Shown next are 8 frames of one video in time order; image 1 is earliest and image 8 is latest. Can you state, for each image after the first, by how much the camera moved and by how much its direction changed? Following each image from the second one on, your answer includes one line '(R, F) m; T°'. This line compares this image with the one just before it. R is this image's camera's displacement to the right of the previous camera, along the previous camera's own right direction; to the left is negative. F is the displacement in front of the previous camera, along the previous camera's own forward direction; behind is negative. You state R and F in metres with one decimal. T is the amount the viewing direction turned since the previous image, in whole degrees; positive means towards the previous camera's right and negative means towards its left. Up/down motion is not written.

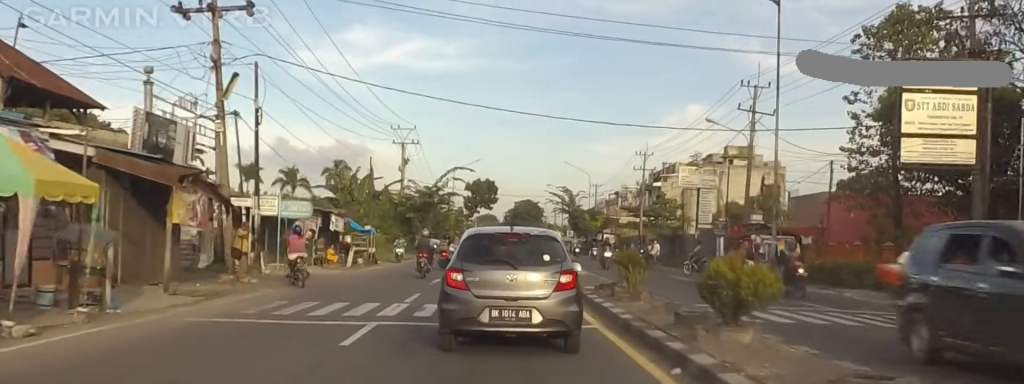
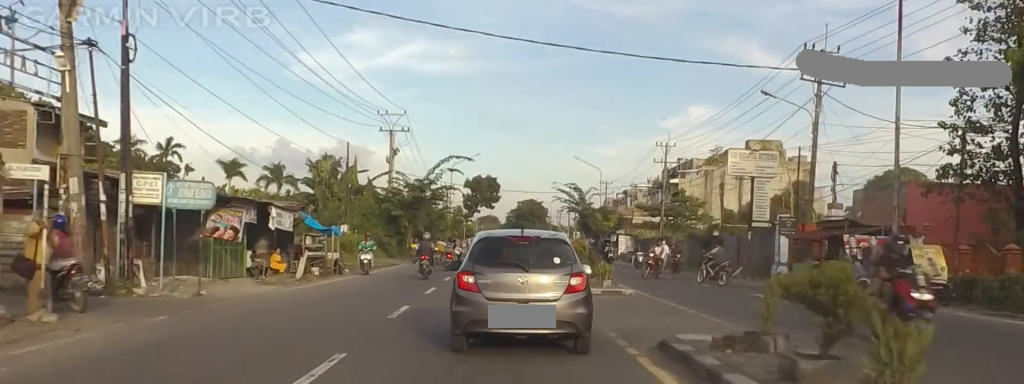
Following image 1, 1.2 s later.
(0.0, +12.5) m; 0°
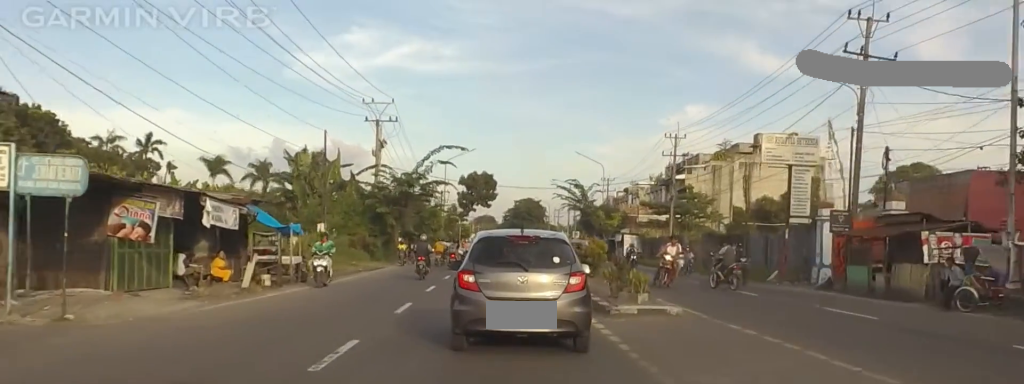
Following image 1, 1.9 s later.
(0.0, +6.8) m; 0°
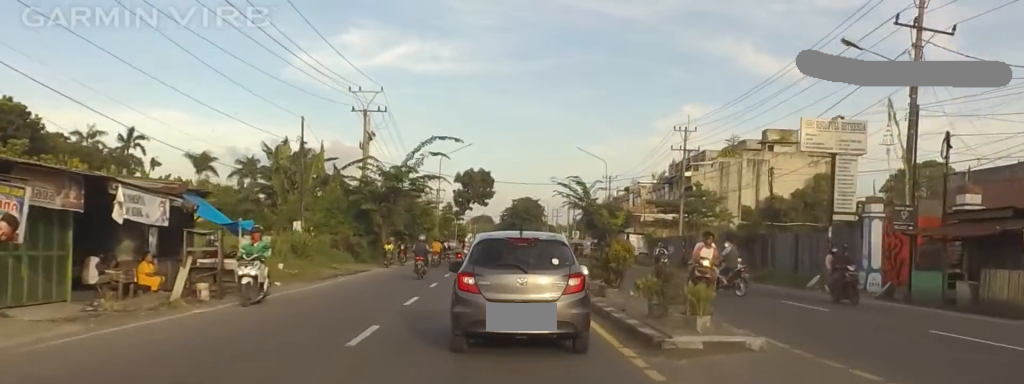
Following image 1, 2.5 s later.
(0.0, +5.5) m; 0°
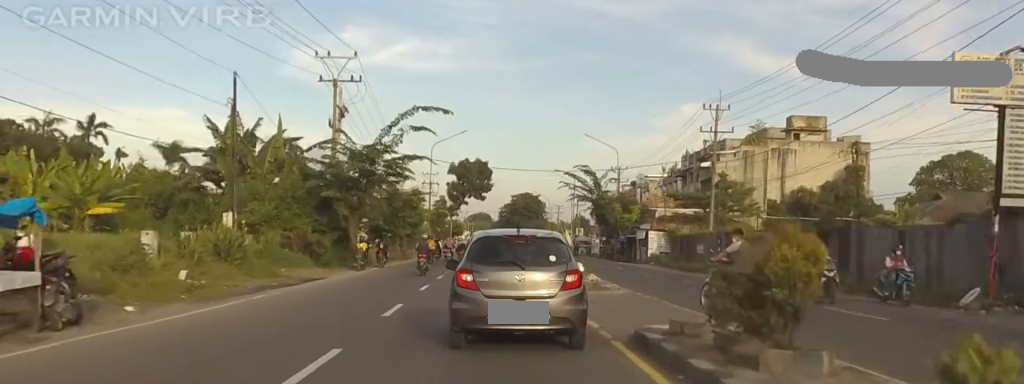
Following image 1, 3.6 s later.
(0.0, +11.3) m; 0°
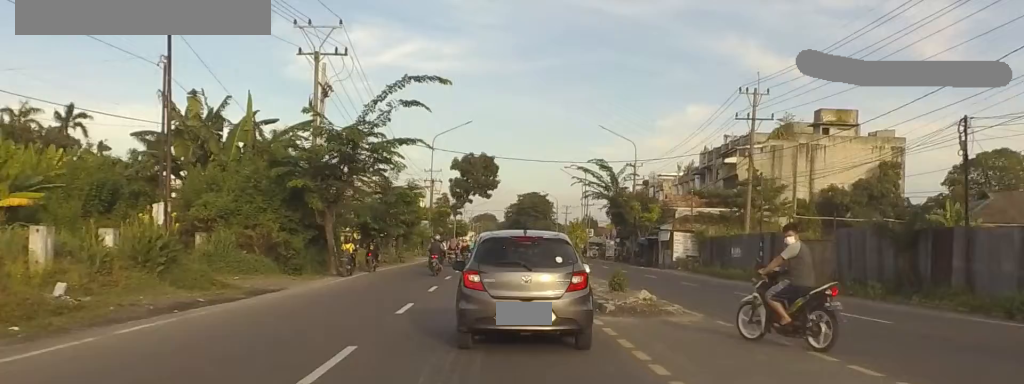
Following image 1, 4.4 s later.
(0.0, +7.3) m; 0°
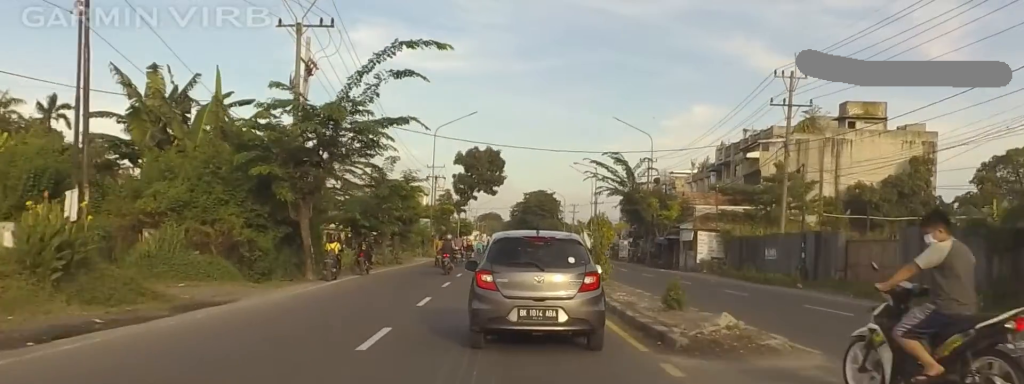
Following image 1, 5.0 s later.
(0.0, +5.4) m; 0°
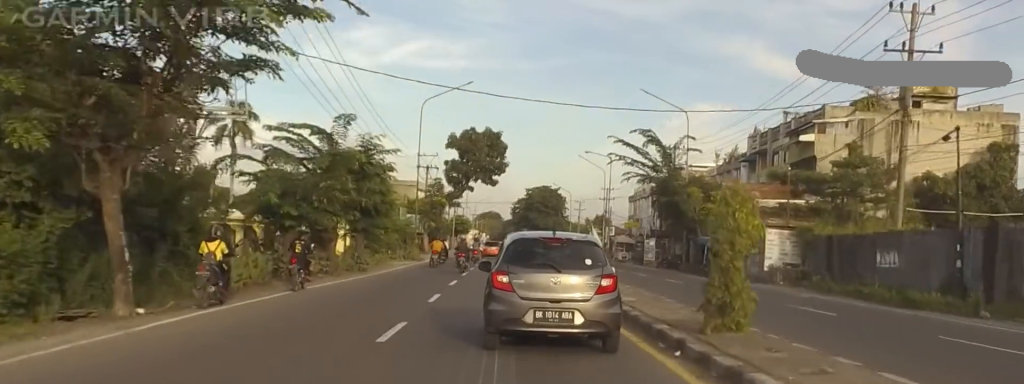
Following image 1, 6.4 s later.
(0.0, +13.5) m; +1°
